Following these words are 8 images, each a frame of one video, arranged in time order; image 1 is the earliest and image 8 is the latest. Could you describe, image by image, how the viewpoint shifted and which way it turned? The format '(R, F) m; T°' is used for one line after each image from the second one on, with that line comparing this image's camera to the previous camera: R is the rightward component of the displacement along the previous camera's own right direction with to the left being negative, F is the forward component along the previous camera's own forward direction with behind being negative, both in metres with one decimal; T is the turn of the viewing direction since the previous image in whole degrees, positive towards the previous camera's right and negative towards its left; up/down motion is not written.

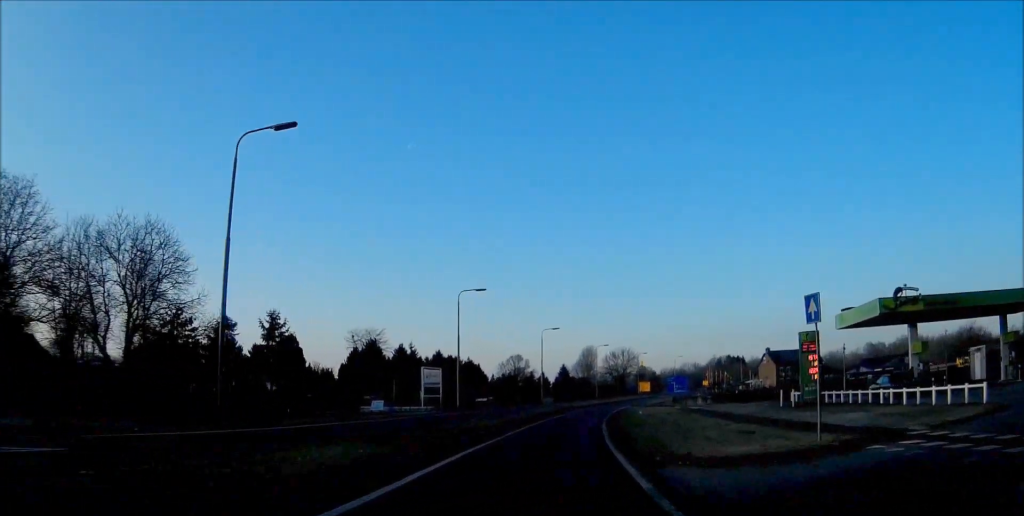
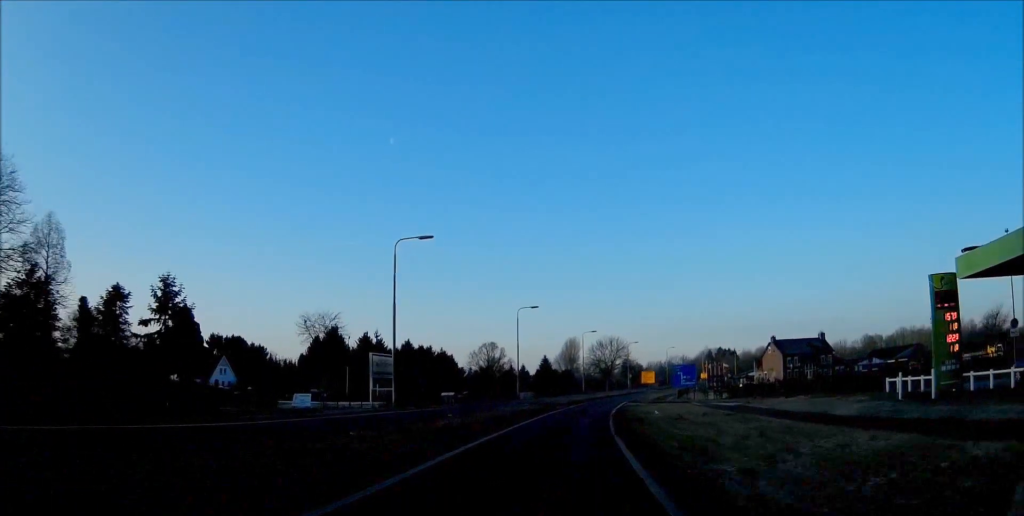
(+0.6, +18.6) m; +2°
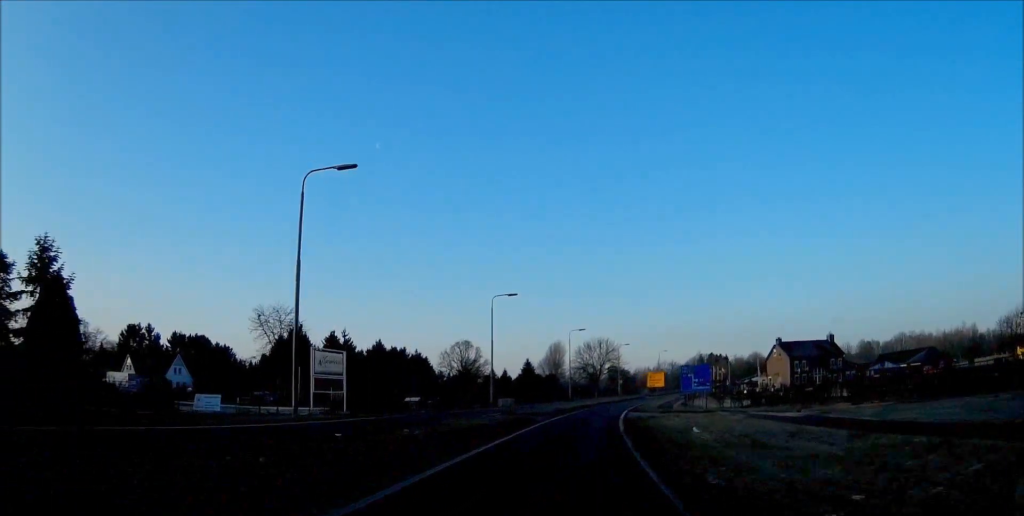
(+0.3, +15.4) m; +2°
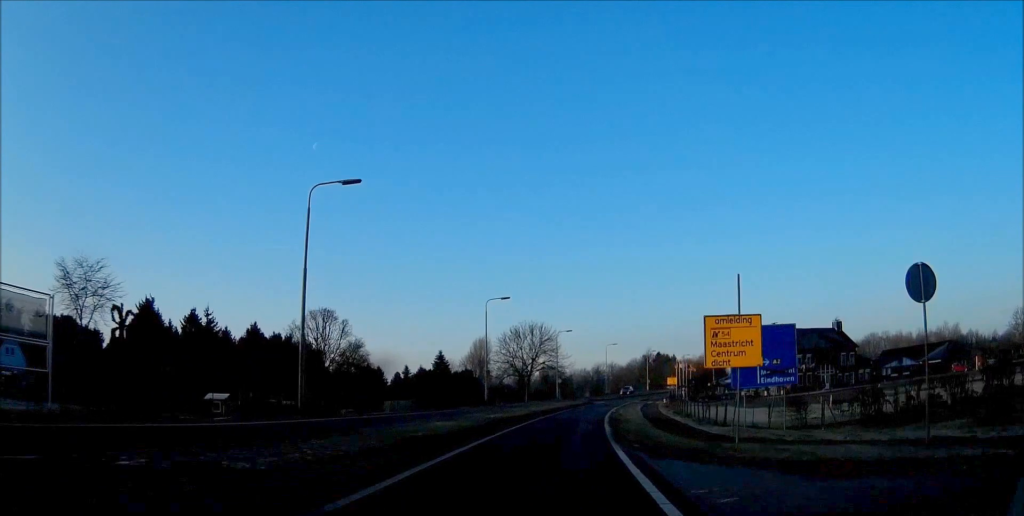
(+1.5, +37.8) m; +5°
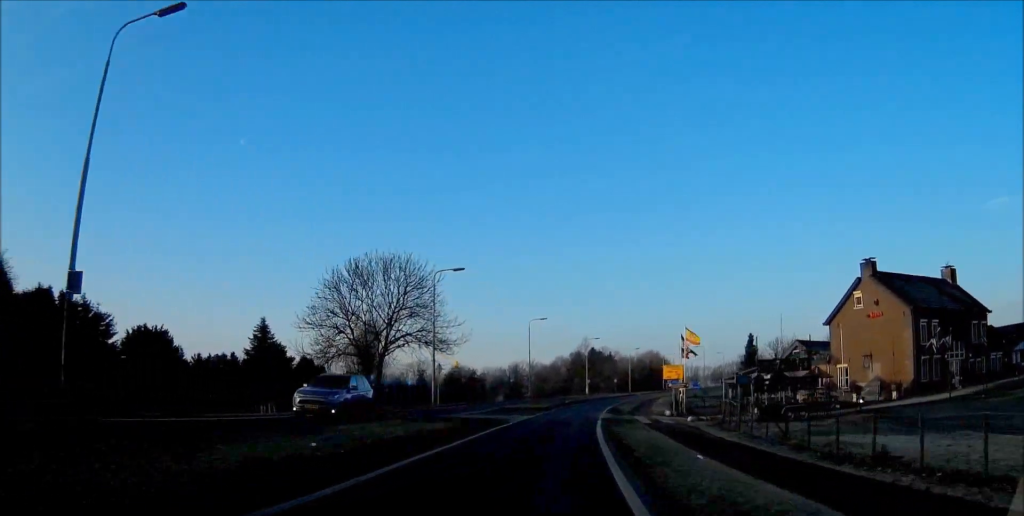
(+3.3, +55.5) m; +7°
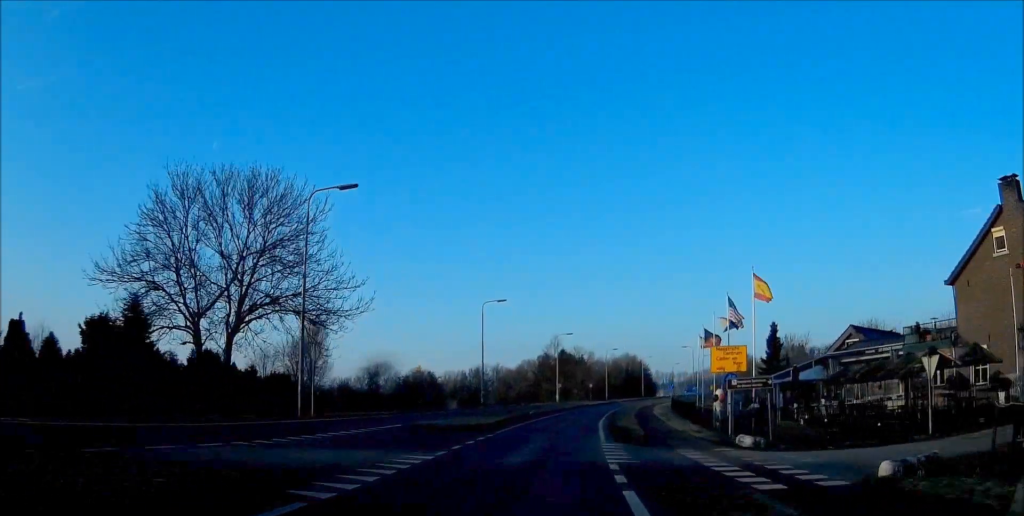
(+0.5, +23.6) m; +3°
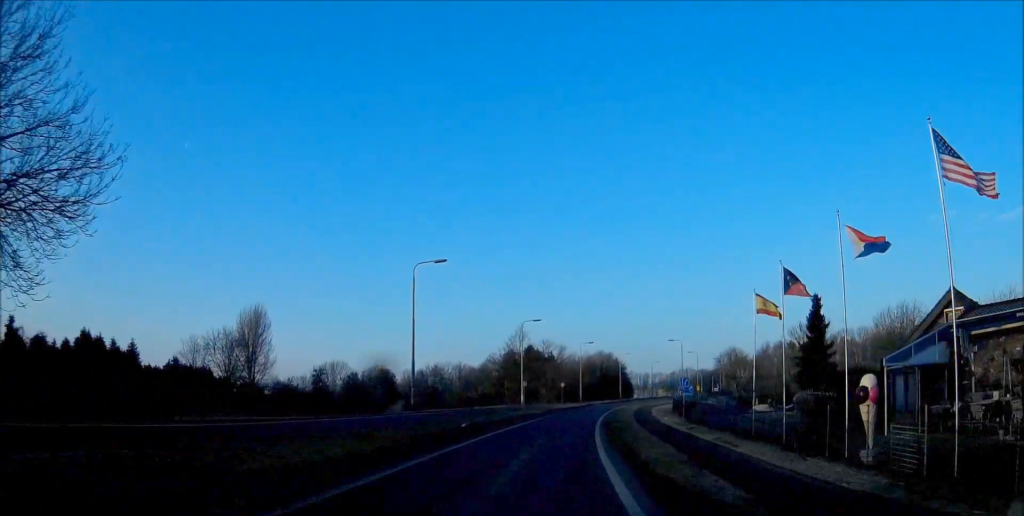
(+0.5, +20.7) m; +2°
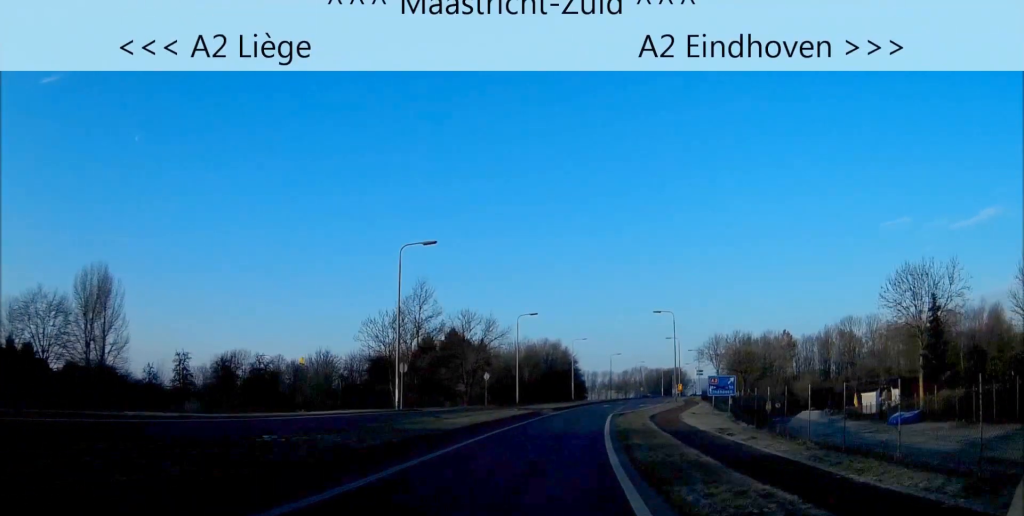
(+1.7, +44.2) m; +5°
